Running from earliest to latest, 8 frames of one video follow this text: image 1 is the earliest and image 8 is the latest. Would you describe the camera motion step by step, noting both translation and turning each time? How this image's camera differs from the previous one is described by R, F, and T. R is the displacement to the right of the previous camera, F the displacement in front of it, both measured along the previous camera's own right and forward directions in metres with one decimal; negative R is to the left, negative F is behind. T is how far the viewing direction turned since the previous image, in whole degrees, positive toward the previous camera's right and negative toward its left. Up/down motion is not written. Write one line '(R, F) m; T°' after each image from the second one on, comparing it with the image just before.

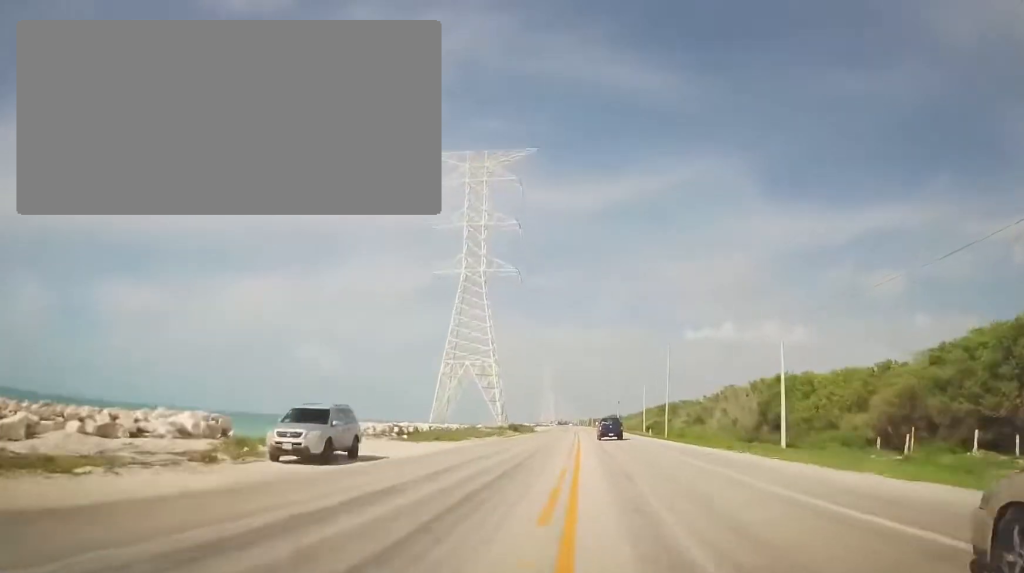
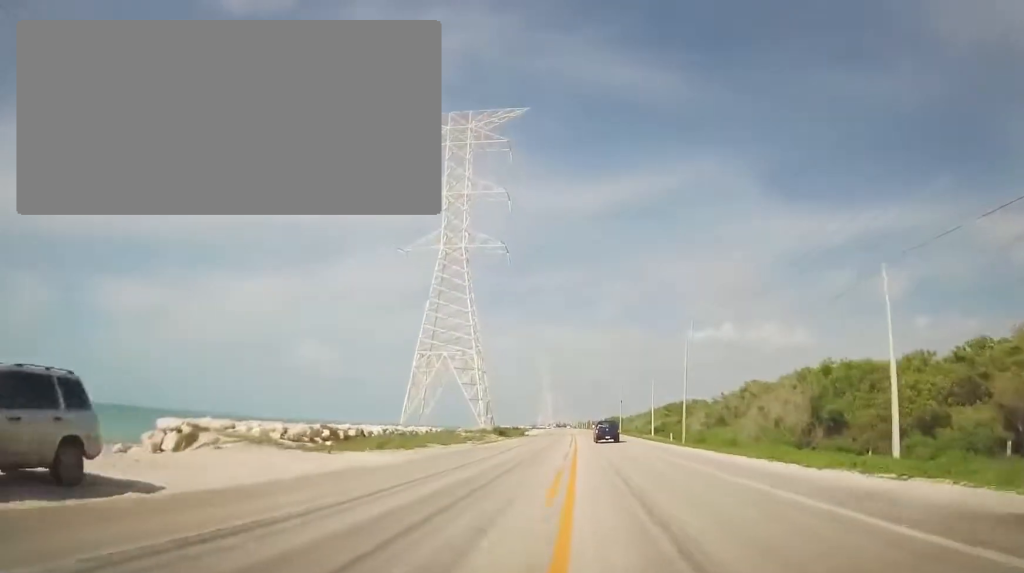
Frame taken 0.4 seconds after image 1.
(-0.1, +13.2) m; 0°
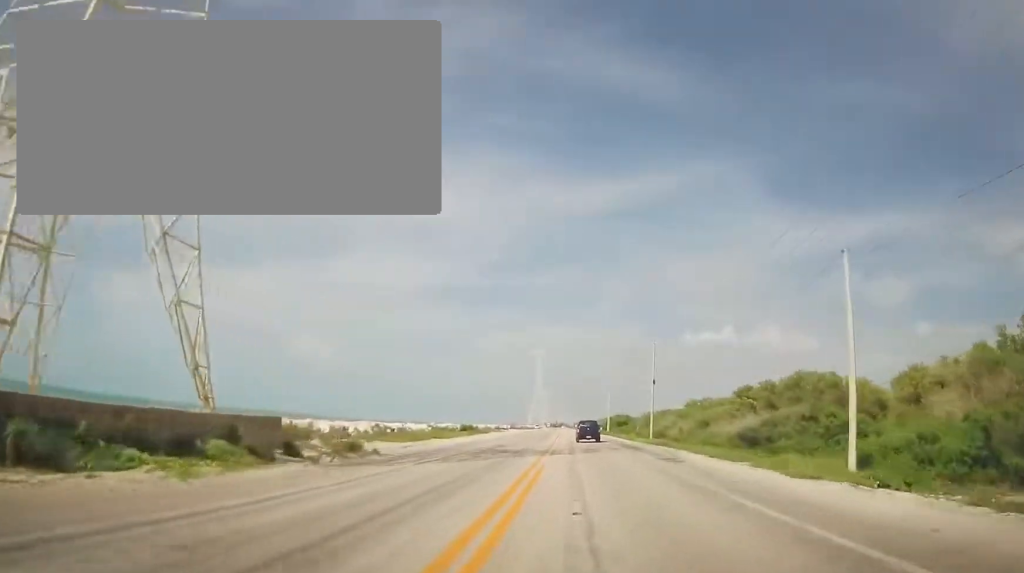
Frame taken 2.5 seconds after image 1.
(+1.2, +60.9) m; 0°
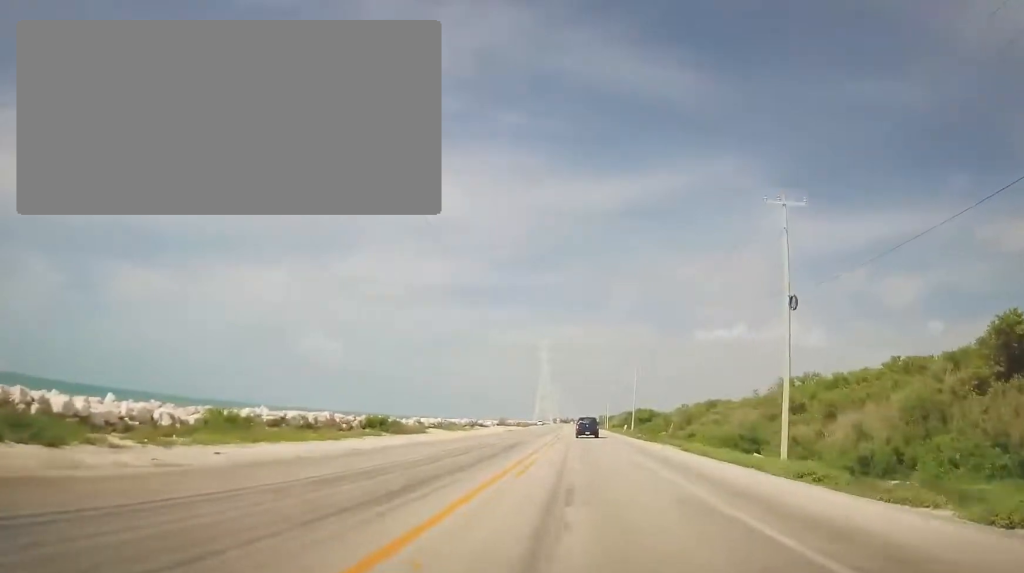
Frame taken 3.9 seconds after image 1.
(-0.5, +42.5) m; 0°
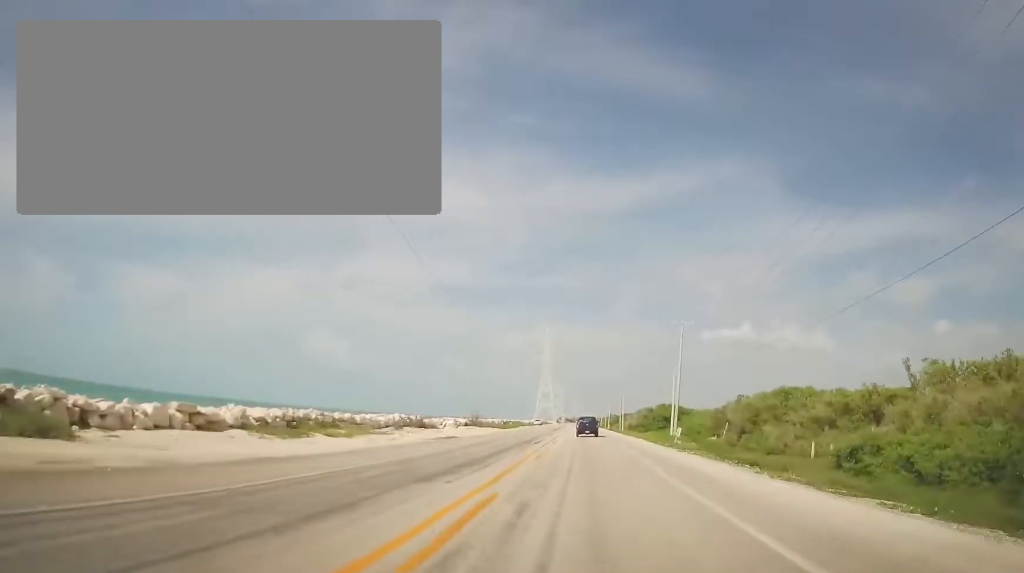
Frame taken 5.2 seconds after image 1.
(-0.3, +38.0) m; -2°
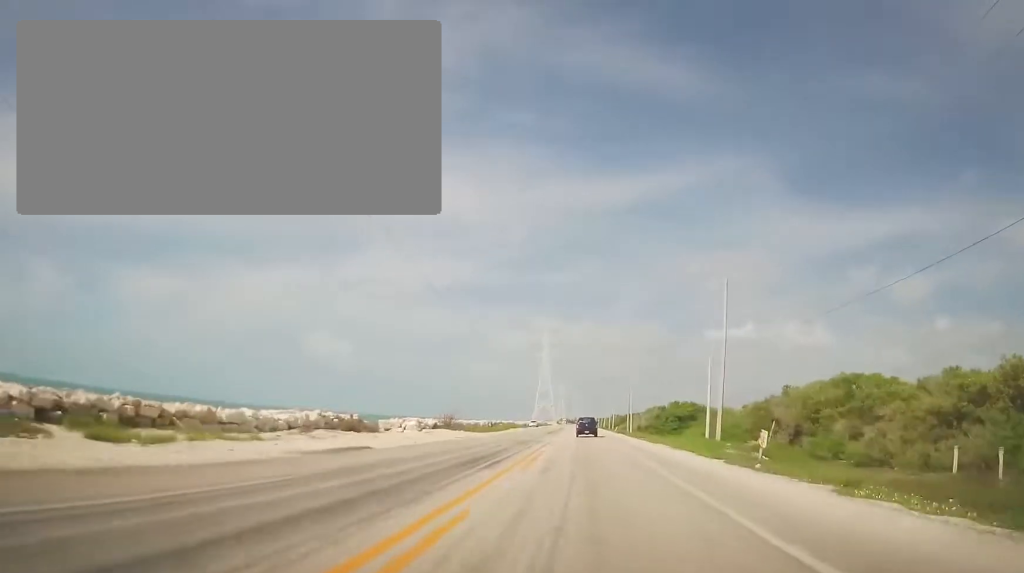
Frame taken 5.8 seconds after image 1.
(-0.2, +17.6) m; 0°
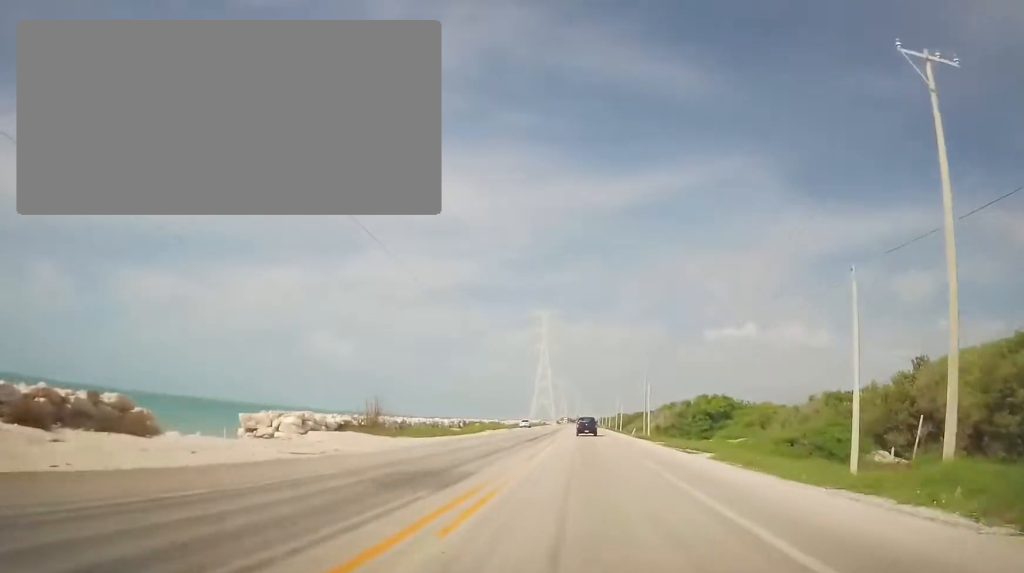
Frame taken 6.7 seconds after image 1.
(-0.1, +25.5) m; 0°
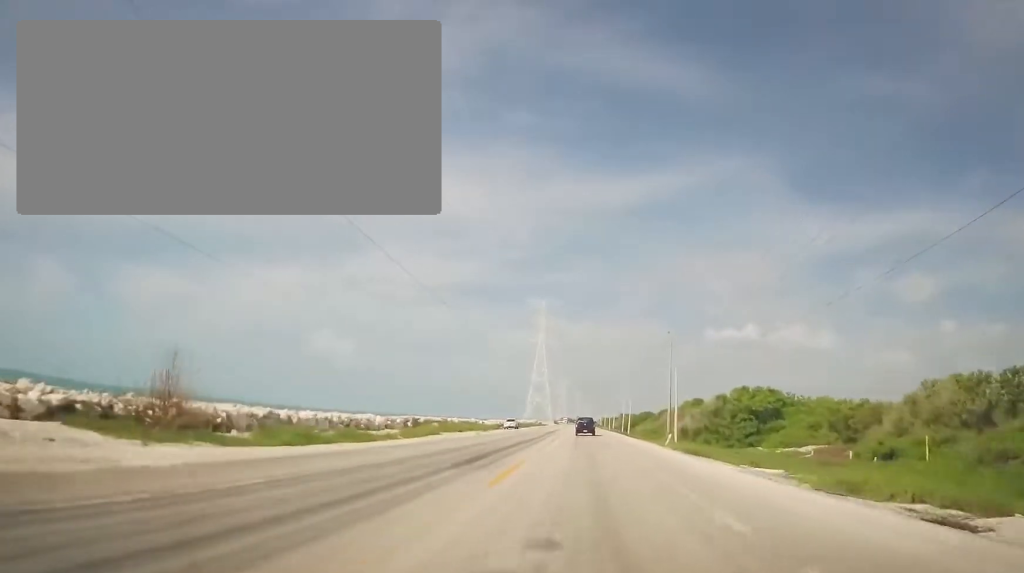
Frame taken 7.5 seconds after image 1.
(+0.1, +23.2) m; +1°
